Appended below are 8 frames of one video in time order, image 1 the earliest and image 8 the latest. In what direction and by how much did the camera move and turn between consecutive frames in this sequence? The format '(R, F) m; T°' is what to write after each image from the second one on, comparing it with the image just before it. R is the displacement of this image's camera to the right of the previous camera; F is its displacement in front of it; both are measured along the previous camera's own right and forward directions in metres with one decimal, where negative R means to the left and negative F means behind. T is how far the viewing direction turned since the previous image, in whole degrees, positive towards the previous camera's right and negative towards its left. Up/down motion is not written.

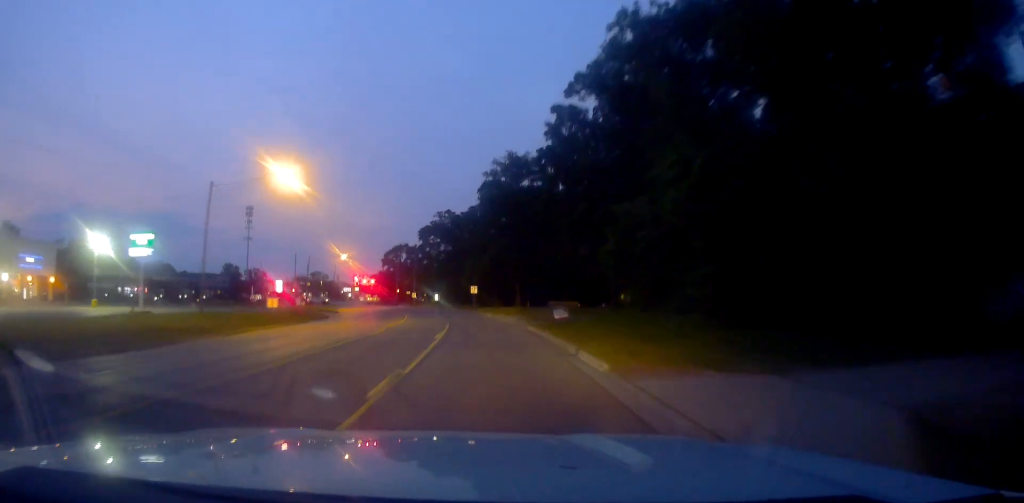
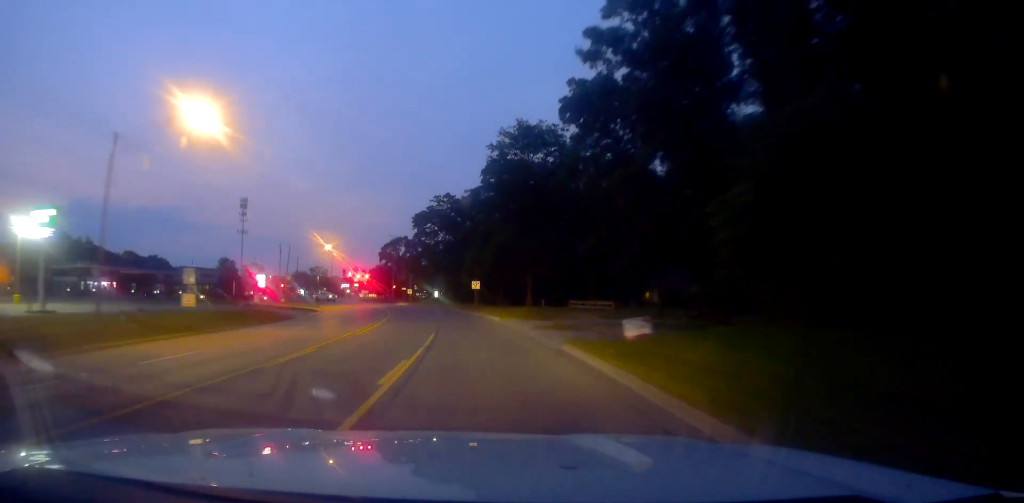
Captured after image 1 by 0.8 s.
(-0.4, +14.2) m; -1°
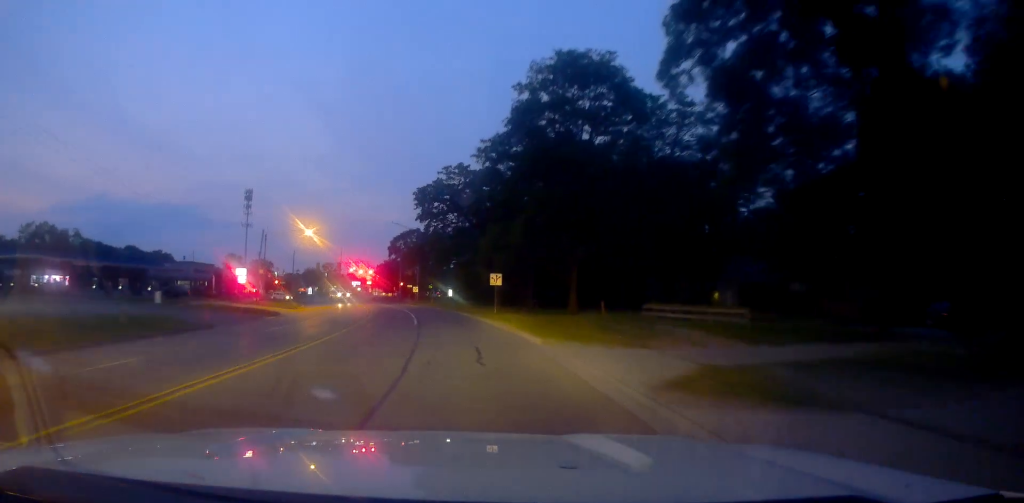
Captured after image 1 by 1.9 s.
(-0.2, +22.4) m; 0°
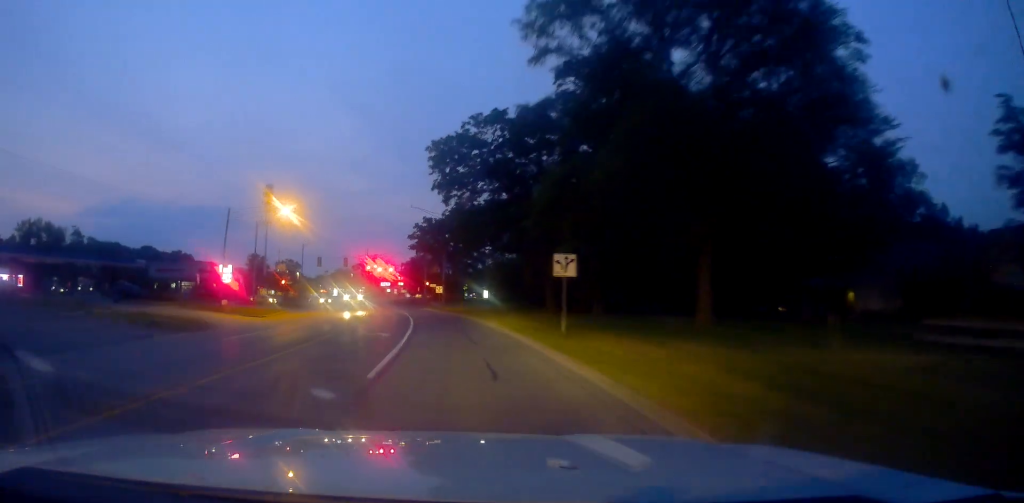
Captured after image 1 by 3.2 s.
(0.0, +25.8) m; 0°
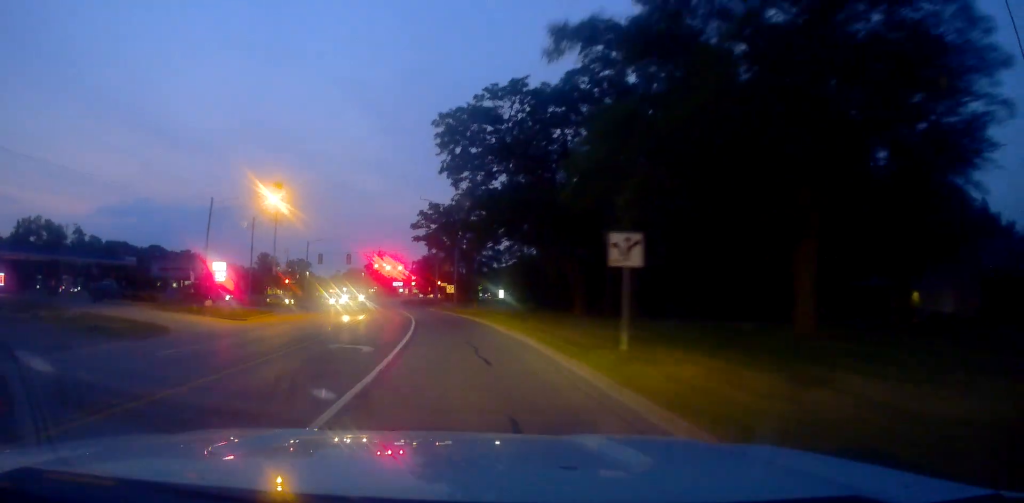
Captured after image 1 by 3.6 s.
(0.0, +8.0) m; -1°
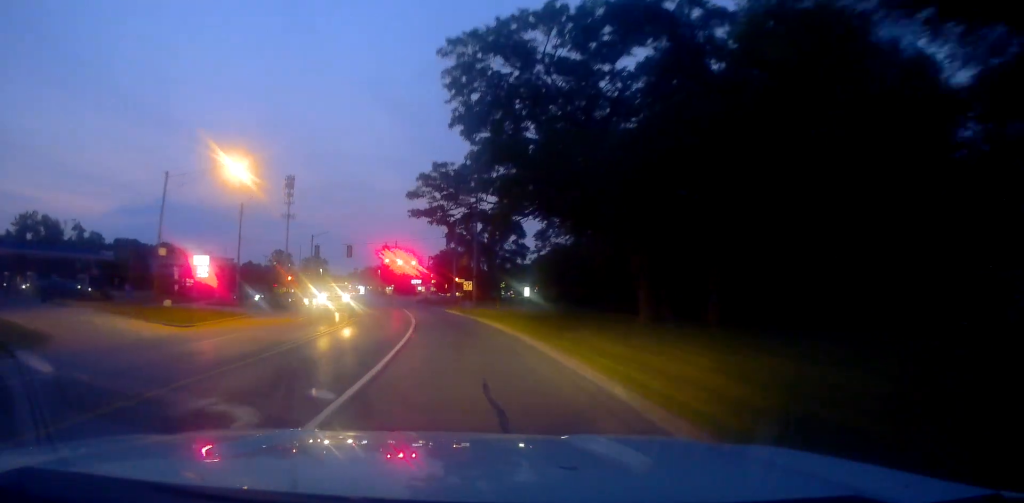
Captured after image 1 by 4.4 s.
(-0.1, +12.8) m; -2°
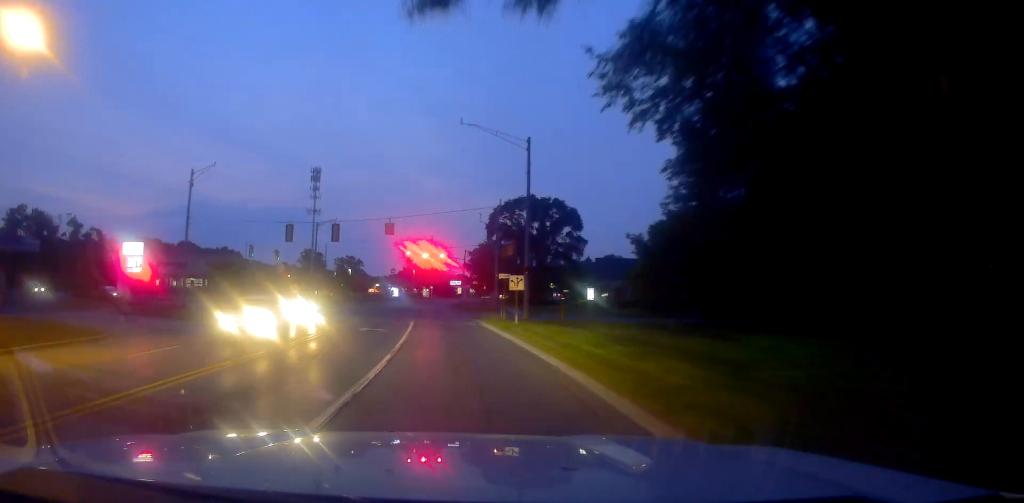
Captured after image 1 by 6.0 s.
(-1.5, +24.3) m; -7°
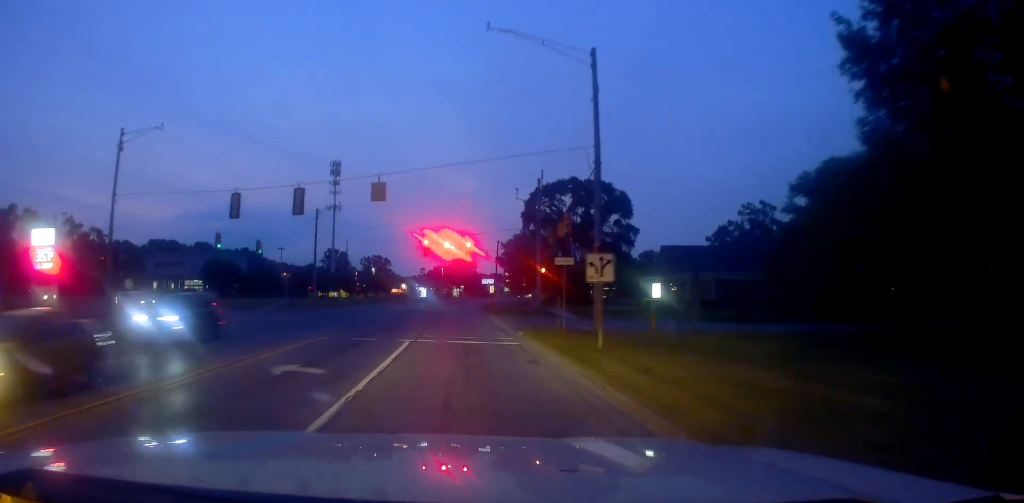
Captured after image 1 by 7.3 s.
(-0.6, +16.7) m; -4°
